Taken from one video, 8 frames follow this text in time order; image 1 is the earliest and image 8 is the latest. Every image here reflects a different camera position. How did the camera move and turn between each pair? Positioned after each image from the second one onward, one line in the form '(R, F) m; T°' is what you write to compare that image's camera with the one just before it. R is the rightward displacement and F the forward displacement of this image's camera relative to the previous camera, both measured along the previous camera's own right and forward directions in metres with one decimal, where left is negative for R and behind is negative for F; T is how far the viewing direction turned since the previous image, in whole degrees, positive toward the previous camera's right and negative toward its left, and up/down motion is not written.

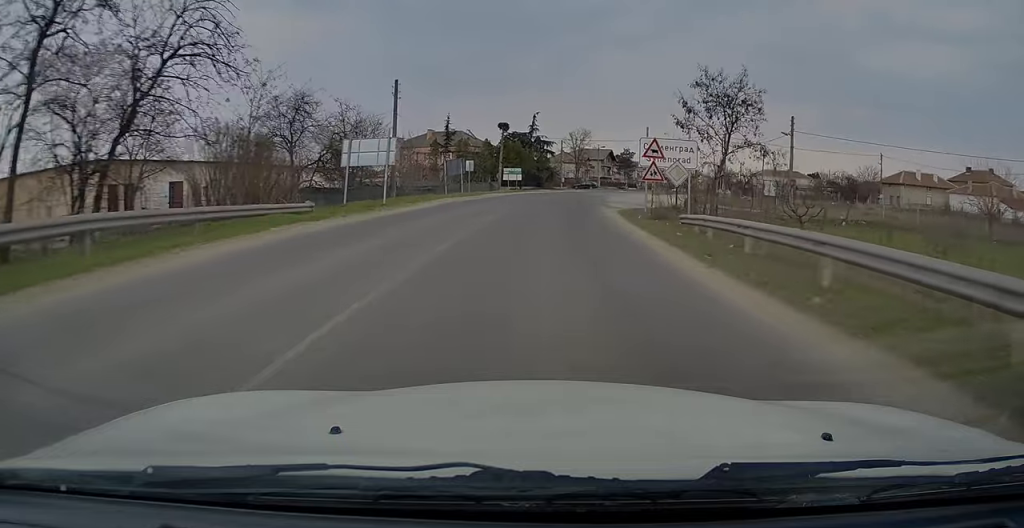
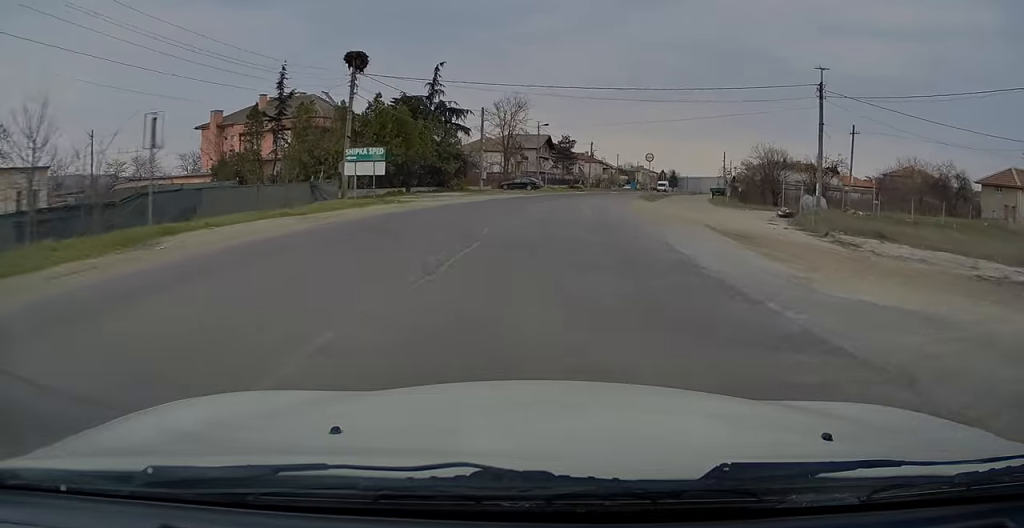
(+3.3, +42.0) m; +8°
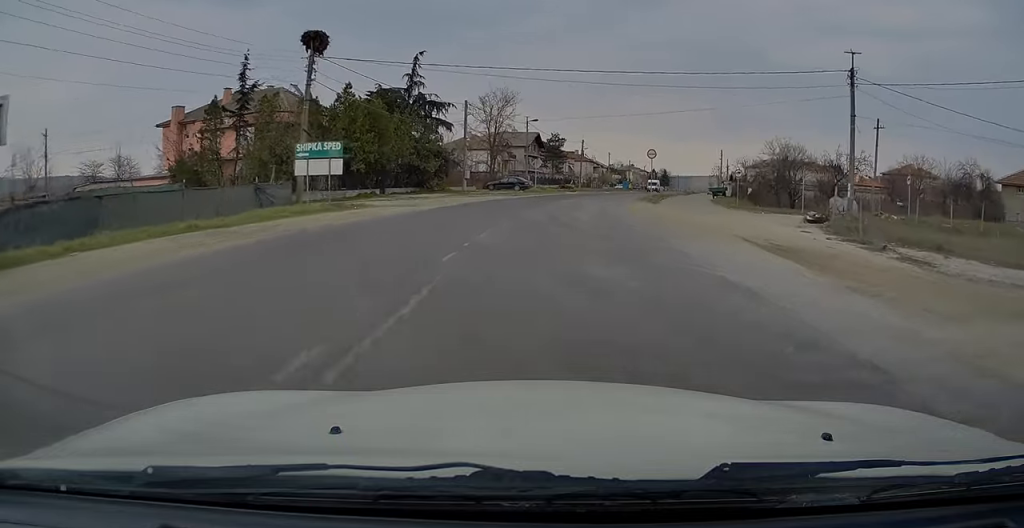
(+0.2, +5.4) m; +1°
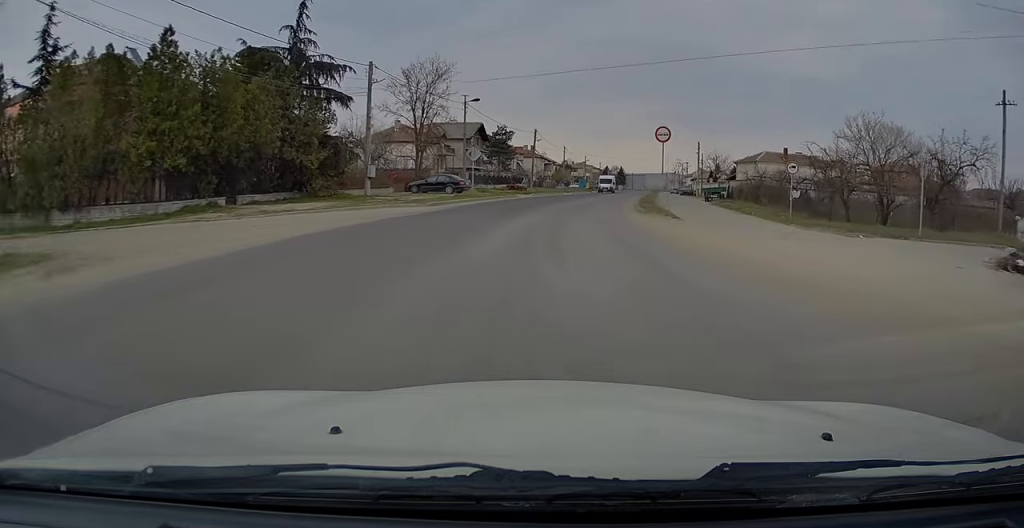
(+0.6, +18.2) m; +4°
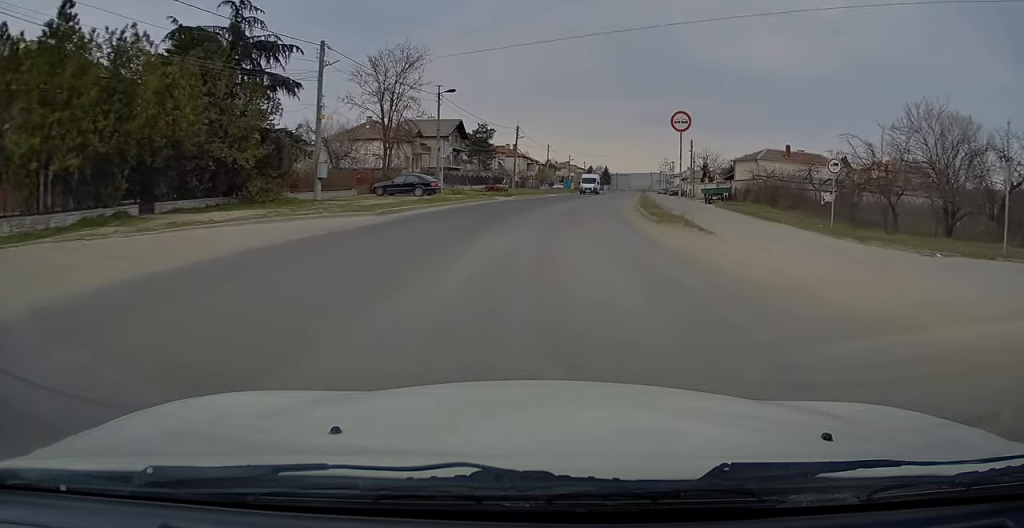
(+0.1, +6.1) m; +2°
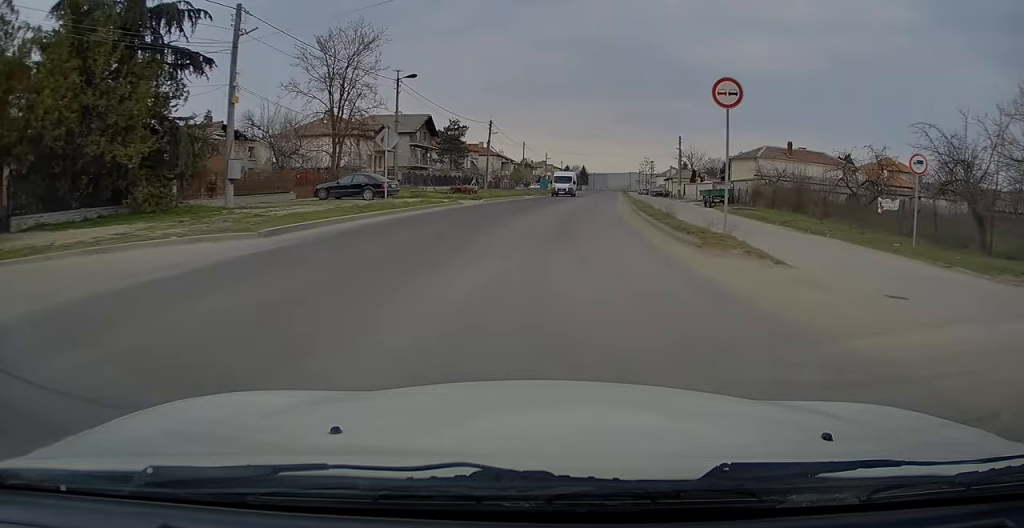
(+0.2, +7.3) m; +3°
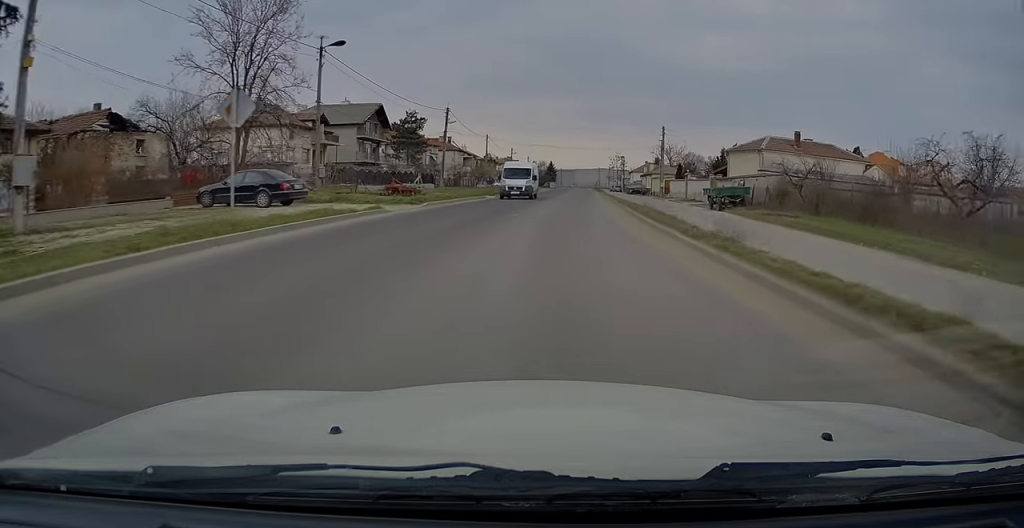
(+0.4, +10.0) m; +4°
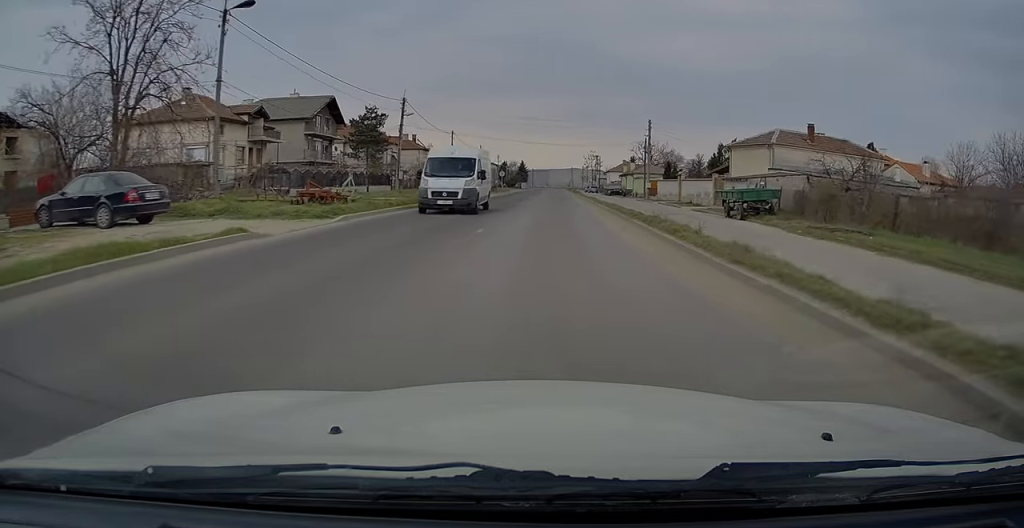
(+0.3, +8.6) m; +2°
